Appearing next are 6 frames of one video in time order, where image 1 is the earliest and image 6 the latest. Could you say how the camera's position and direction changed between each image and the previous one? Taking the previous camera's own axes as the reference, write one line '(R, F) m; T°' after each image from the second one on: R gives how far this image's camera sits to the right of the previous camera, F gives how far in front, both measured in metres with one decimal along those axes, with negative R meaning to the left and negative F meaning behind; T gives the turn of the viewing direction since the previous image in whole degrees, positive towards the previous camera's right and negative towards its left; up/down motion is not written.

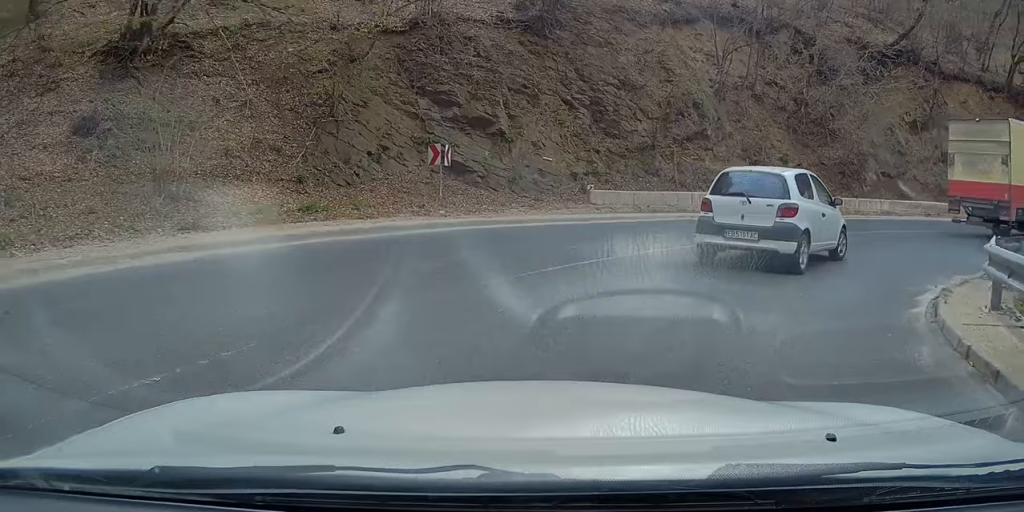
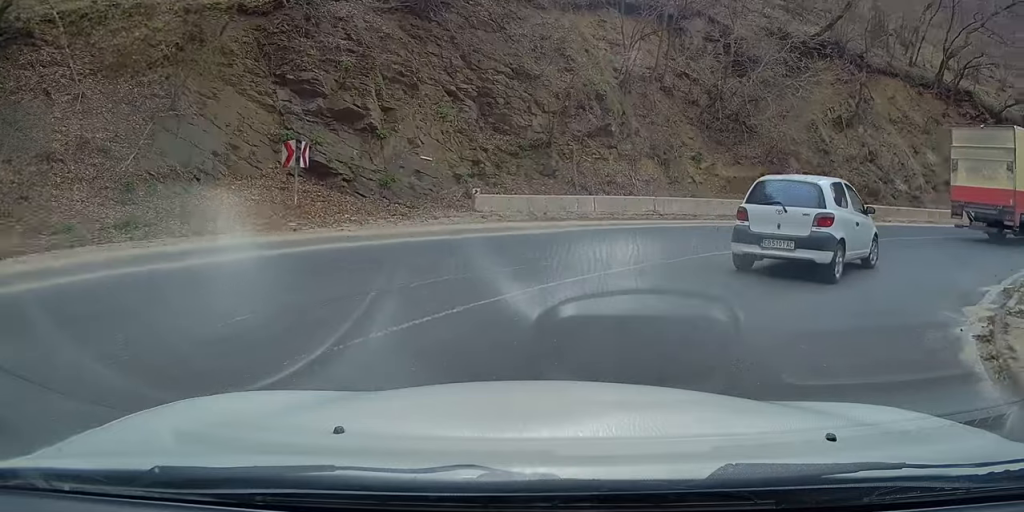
(-0.2, +2.7) m; +11°
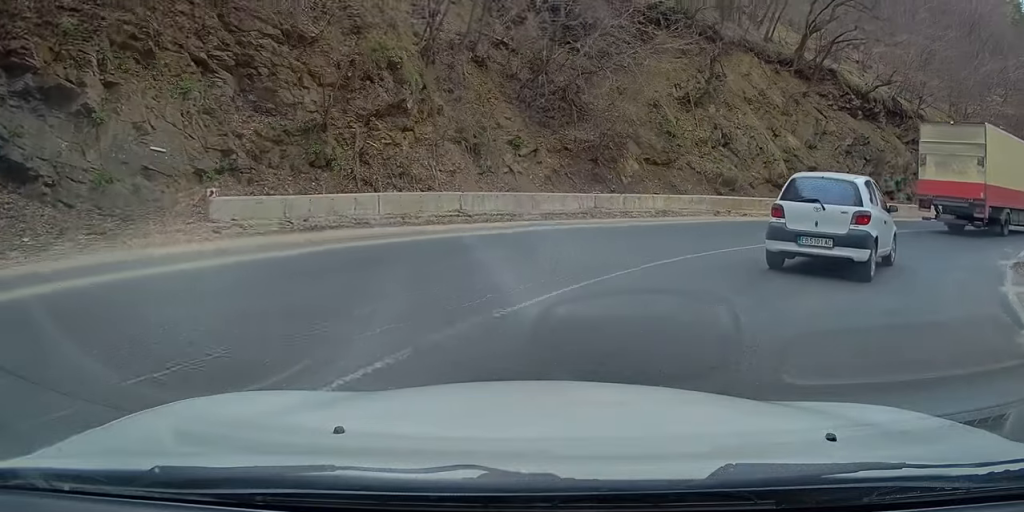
(+1.3, +4.6) m; +24°
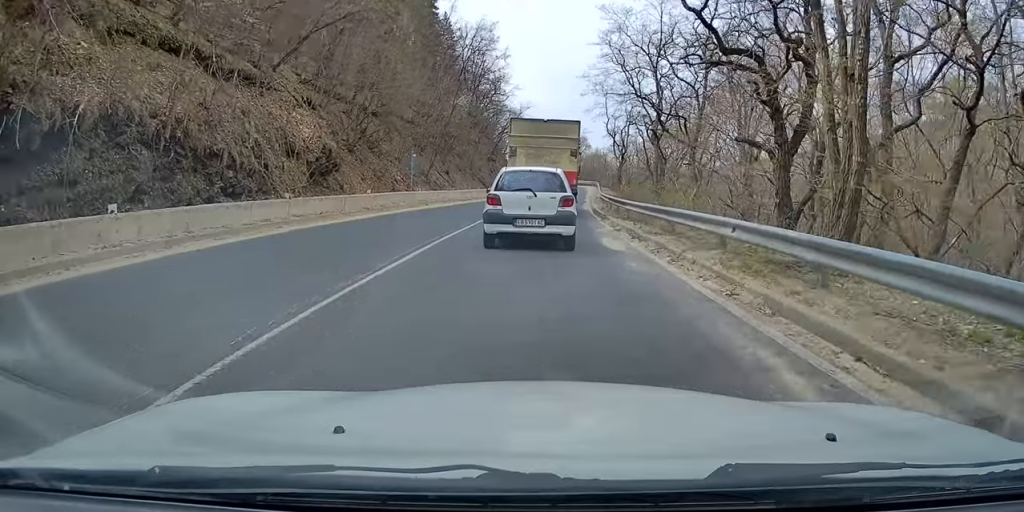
(+19.4, +26.0) m; +56°
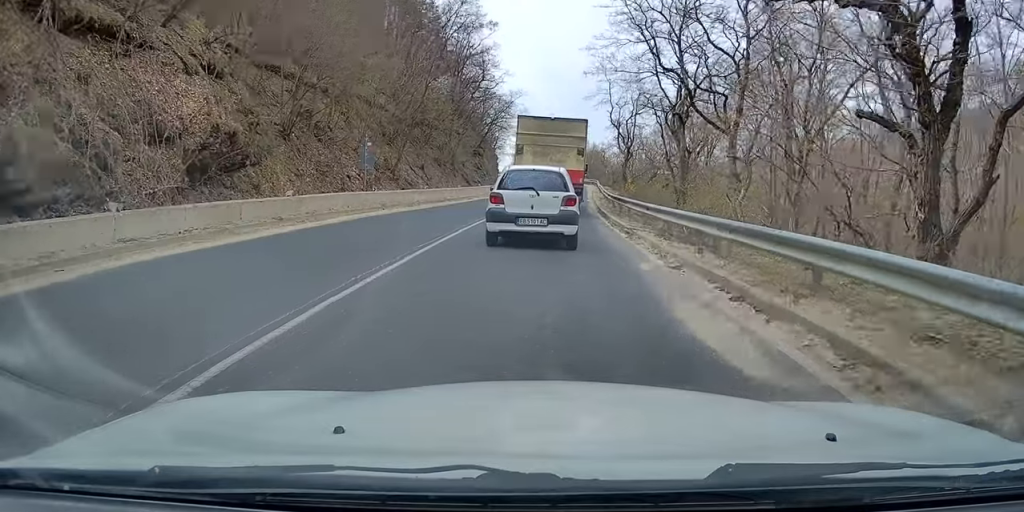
(+0.1, +8.3) m; 0°
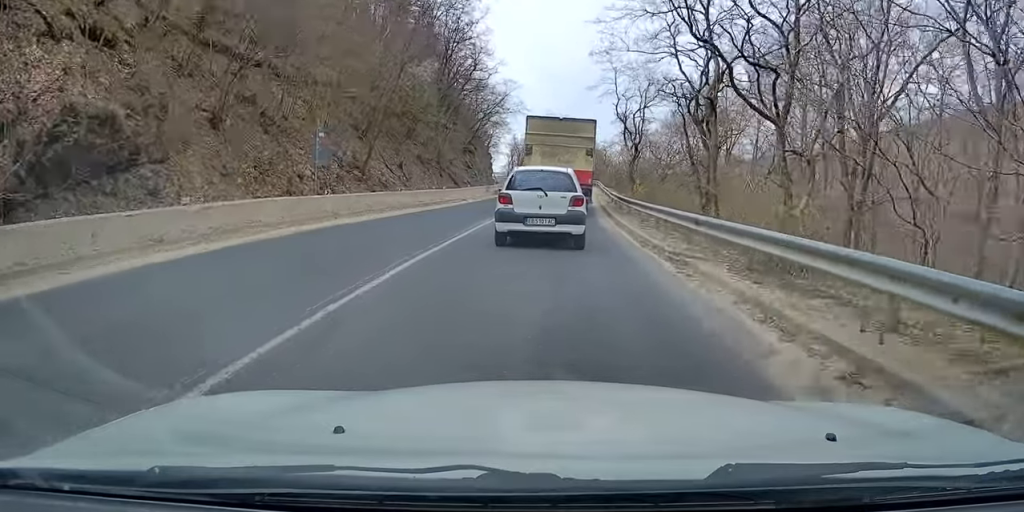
(0.0, +5.9) m; 0°
